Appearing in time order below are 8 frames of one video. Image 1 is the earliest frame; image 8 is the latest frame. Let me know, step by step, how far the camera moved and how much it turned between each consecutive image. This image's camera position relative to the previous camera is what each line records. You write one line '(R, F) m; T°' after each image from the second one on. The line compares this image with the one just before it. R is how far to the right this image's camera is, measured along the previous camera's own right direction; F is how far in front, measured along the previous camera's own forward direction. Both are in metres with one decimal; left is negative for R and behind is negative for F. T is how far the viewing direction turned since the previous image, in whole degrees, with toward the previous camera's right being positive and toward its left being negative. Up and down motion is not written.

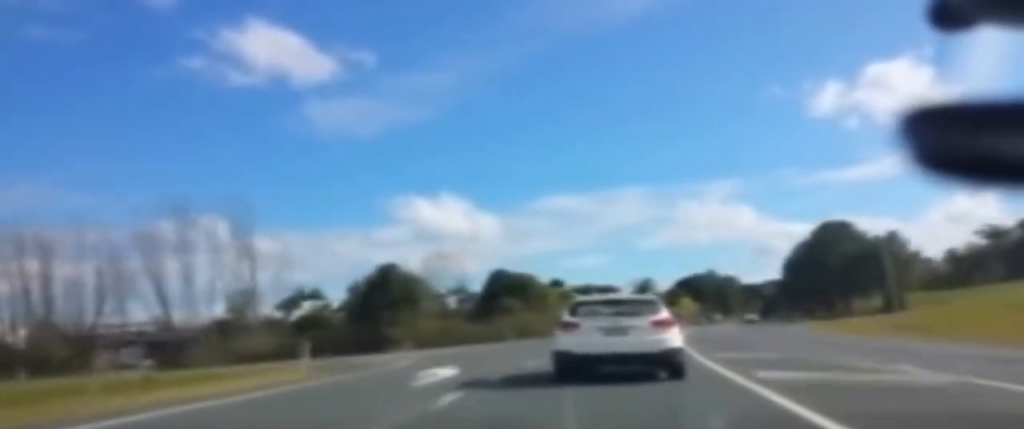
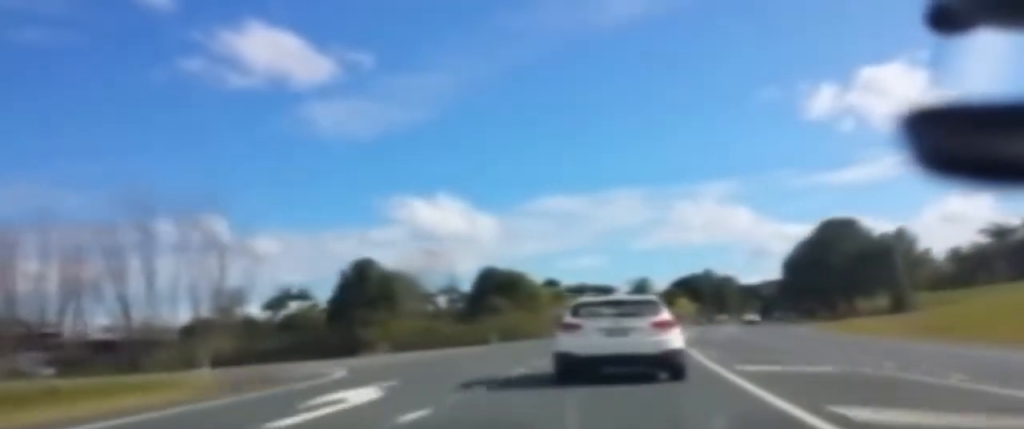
(-0.1, +5.9) m; 0°
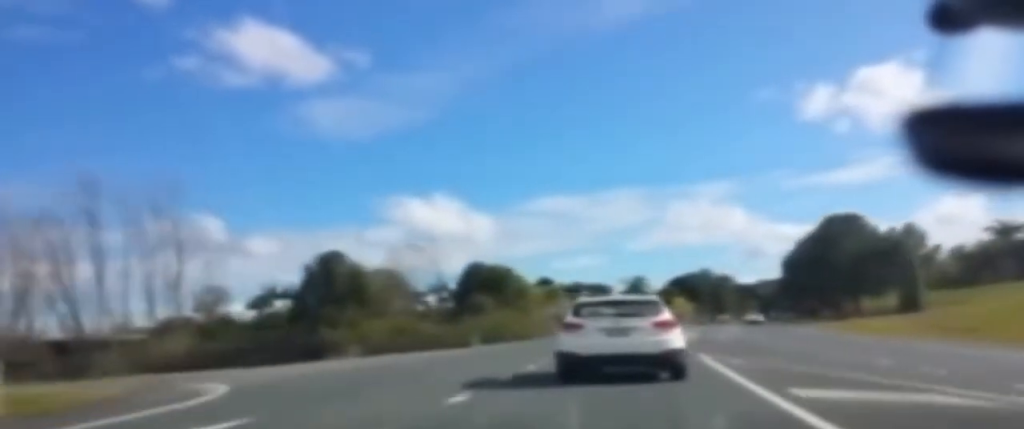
(+0.1, +6.3) m; 0°
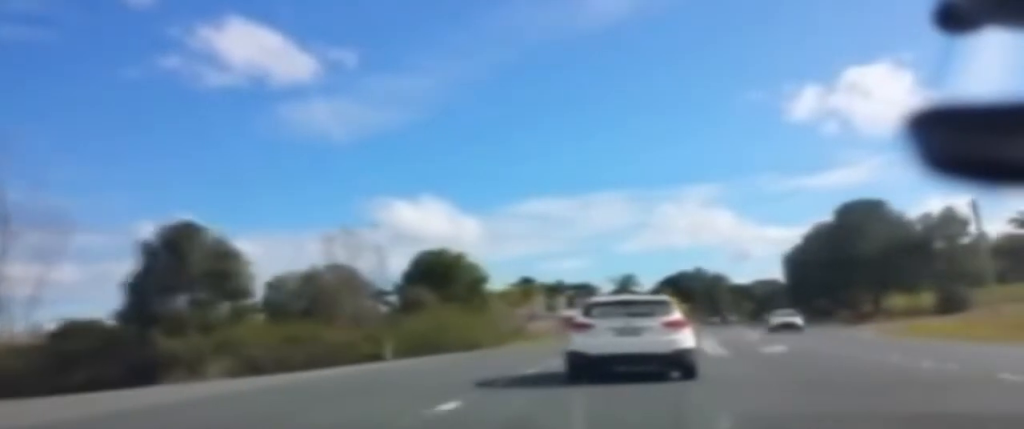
(0.0, +17.5) m; 0°
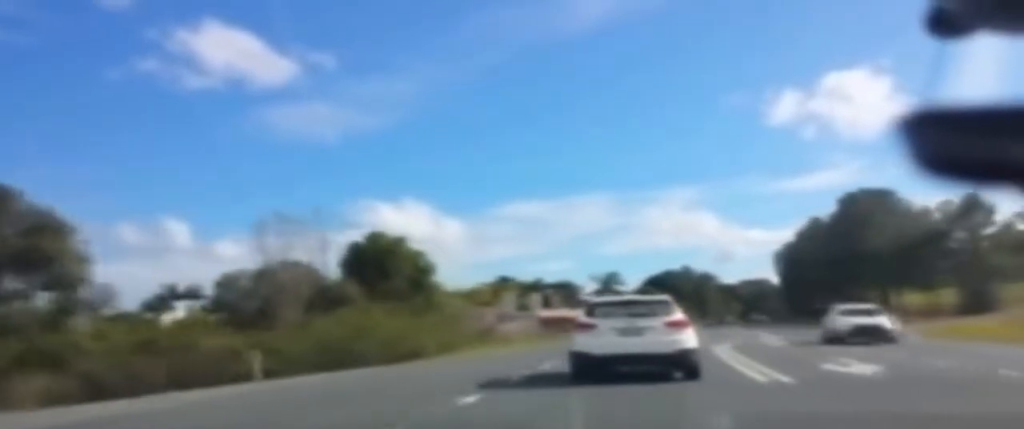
(+0.1, +11.3) m; 0°
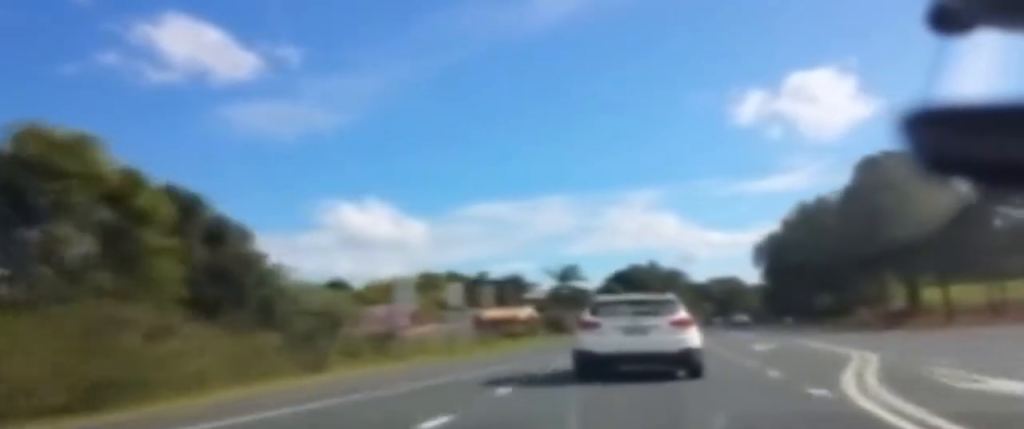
(0.0, +23.5) m; 0°
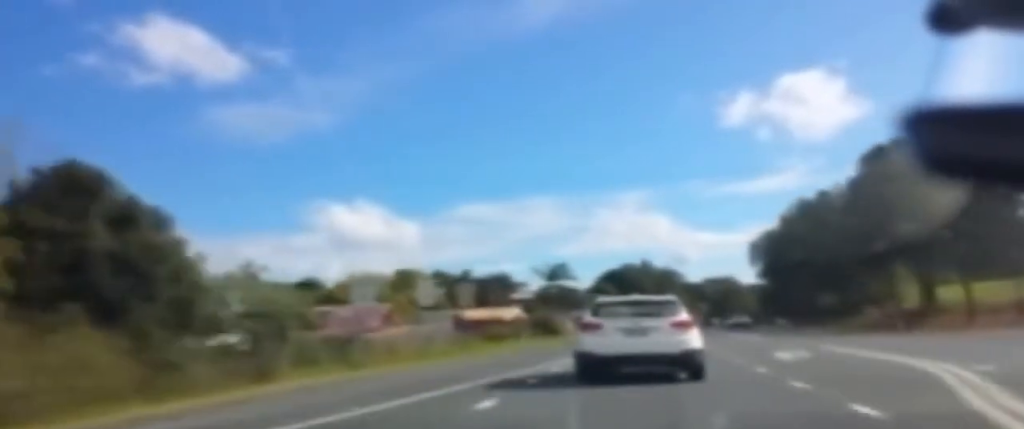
(-0.1, +5.9) m; 0°
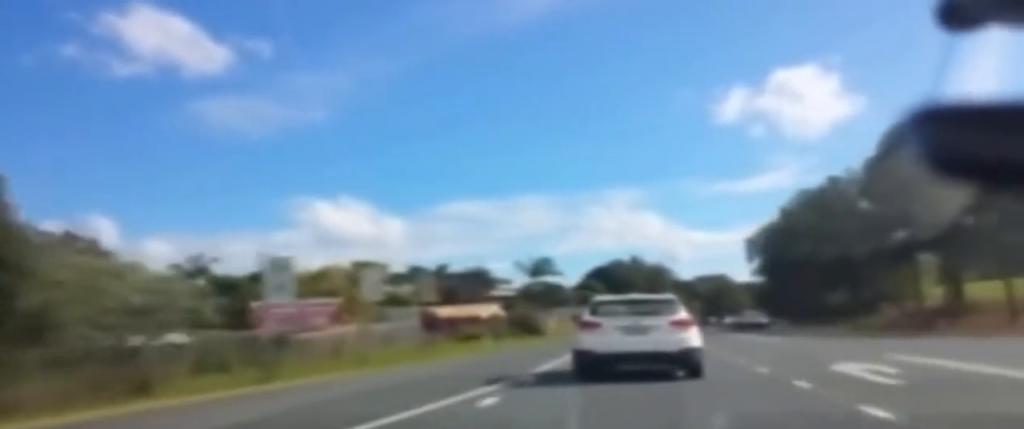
(0.0, +8.1) m; +1°
